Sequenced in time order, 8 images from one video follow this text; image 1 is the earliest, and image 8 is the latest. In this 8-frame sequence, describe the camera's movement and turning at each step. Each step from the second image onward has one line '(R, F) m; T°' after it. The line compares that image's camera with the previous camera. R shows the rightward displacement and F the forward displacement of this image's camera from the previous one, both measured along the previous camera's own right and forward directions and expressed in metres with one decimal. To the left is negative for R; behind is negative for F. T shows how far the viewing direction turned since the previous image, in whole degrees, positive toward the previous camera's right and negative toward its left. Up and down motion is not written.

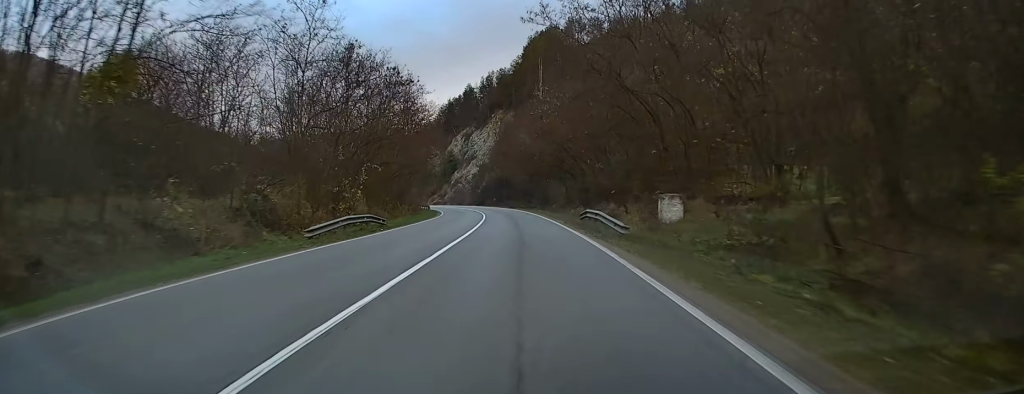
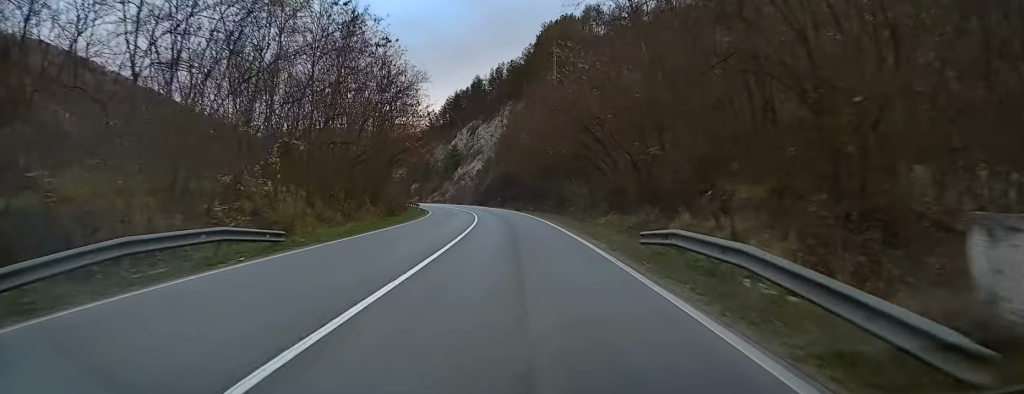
(0.0, +15.4) m; -1°
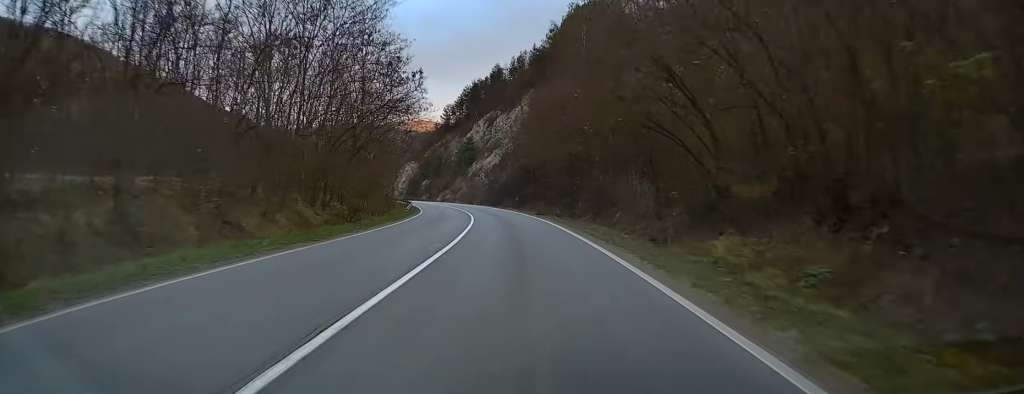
(-0.4, +18.7) m; -2°
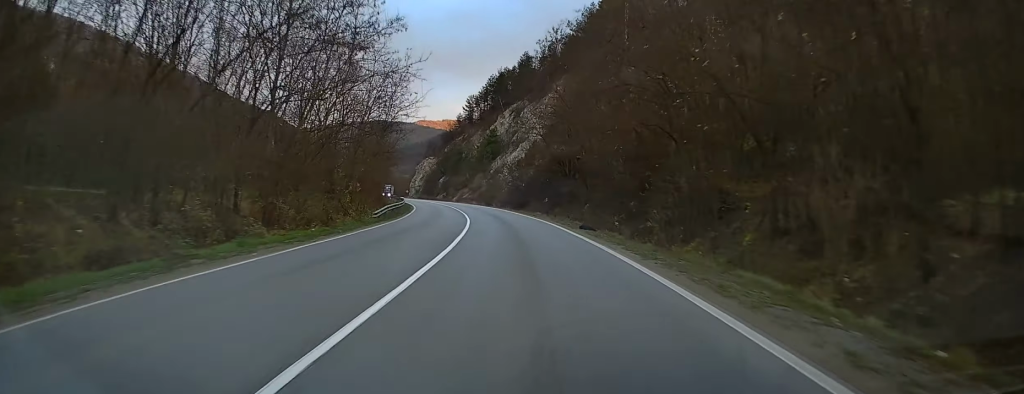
(-0.4, +19.7) m; -2°
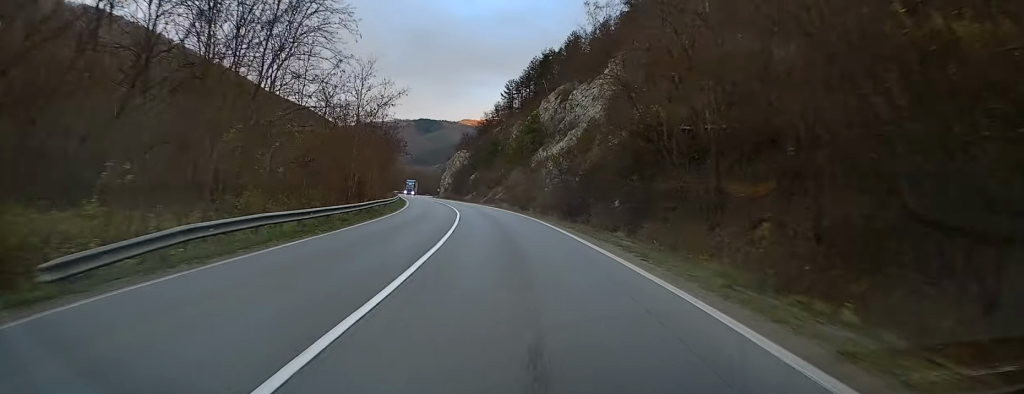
(-0.7, +27.2) m; -3°
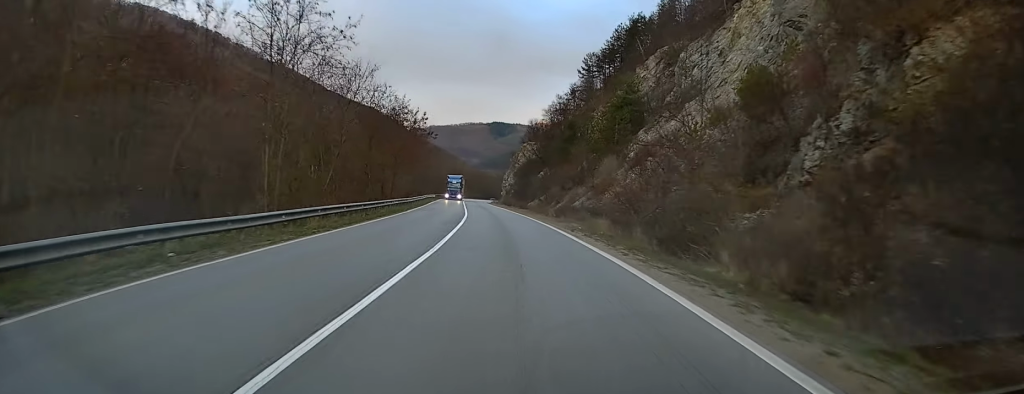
(-1.7, +37.7) m; -6°
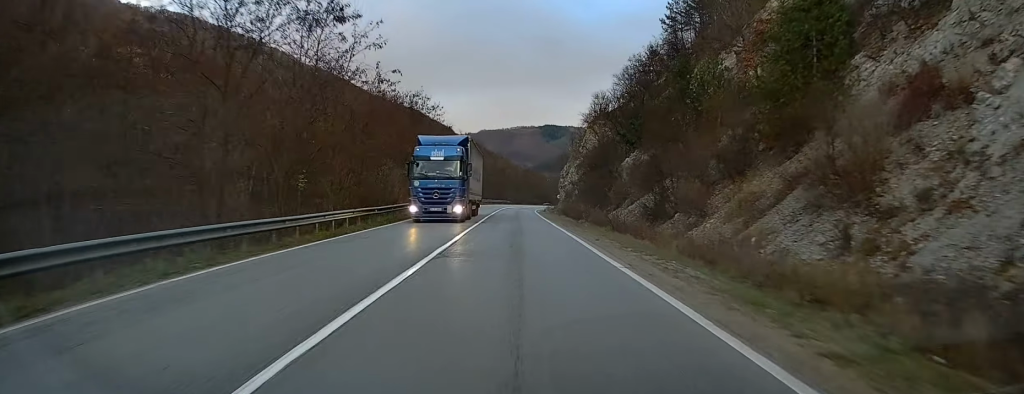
(-2.2, +40.7) m; -5°
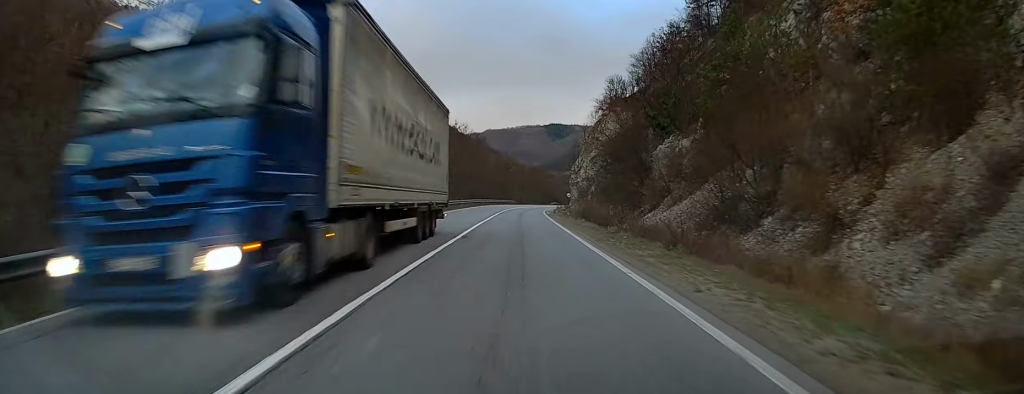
(-0.1, +12.2) m; 0°
